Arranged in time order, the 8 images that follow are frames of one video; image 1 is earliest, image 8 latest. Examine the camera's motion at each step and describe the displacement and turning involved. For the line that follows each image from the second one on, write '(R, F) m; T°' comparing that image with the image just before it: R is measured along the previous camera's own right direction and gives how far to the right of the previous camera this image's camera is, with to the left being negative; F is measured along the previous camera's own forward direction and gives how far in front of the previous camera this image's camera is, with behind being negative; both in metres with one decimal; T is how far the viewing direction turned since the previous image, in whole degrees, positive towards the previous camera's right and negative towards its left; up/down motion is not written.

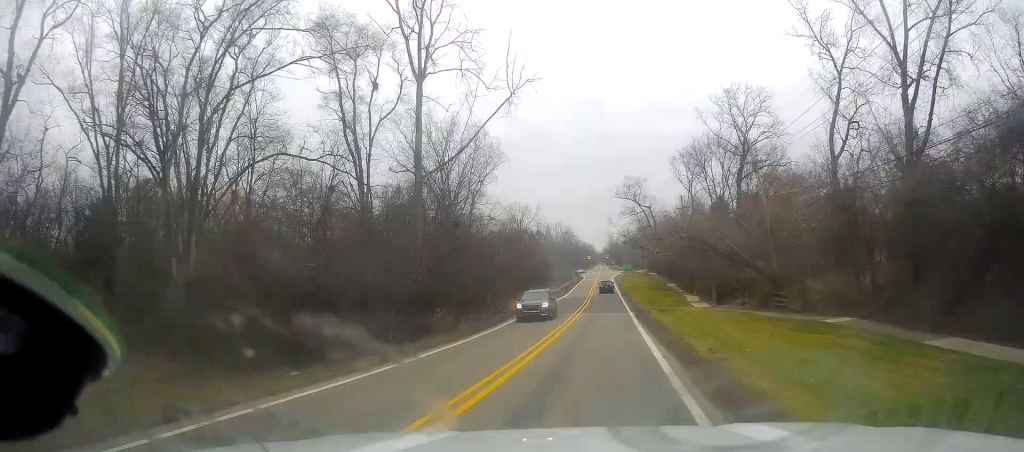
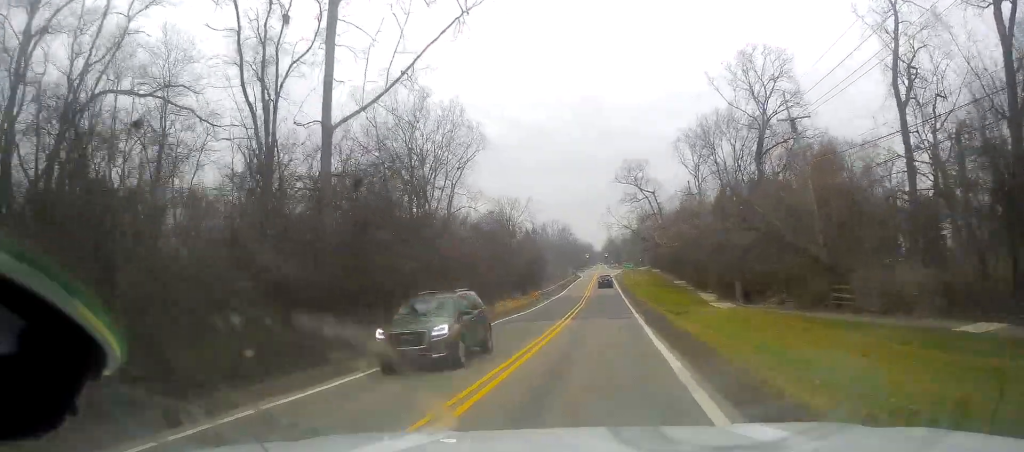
(-0.4, +10.9) m; 0°
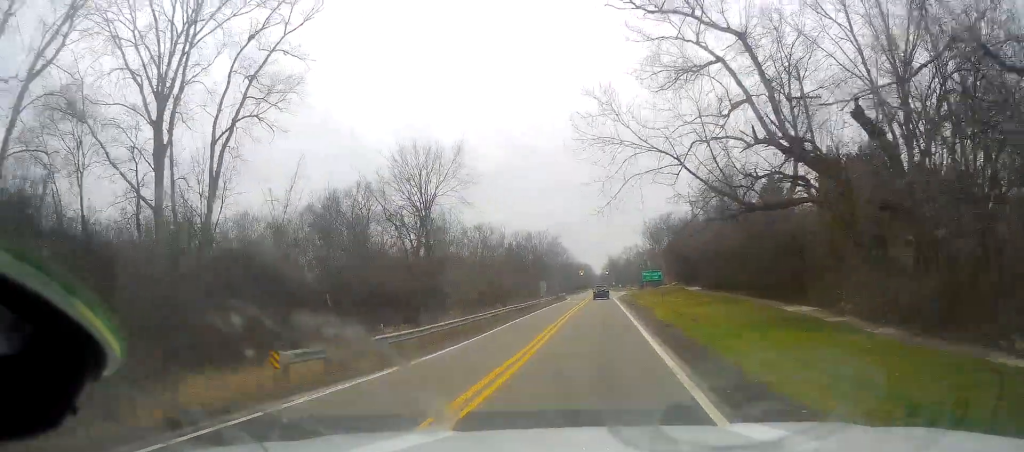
(+0.6, +50.6) m; -1°
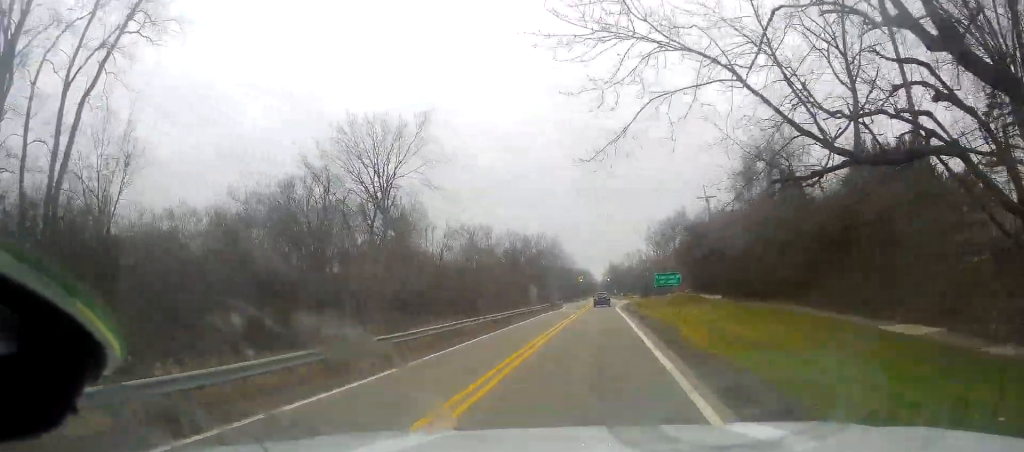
(-0.3, +12.1) m; +1°
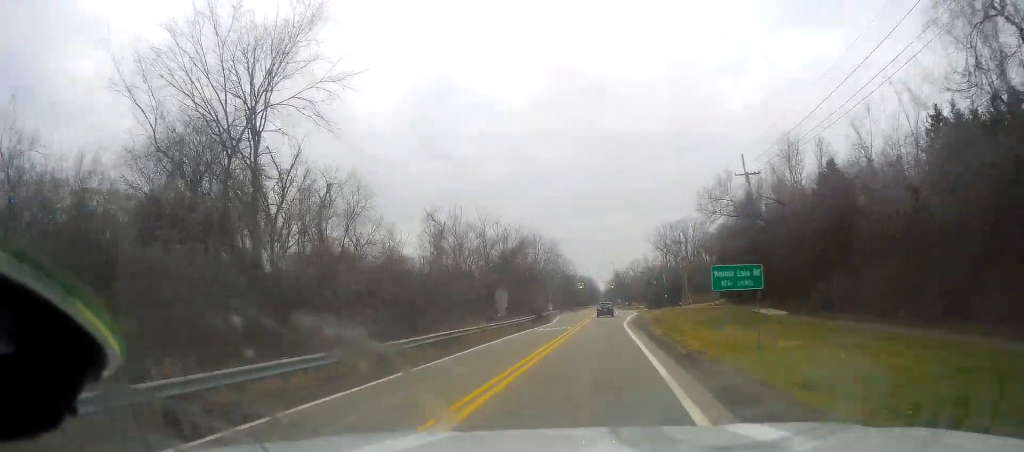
(+0.4, +19.6) m; 0°
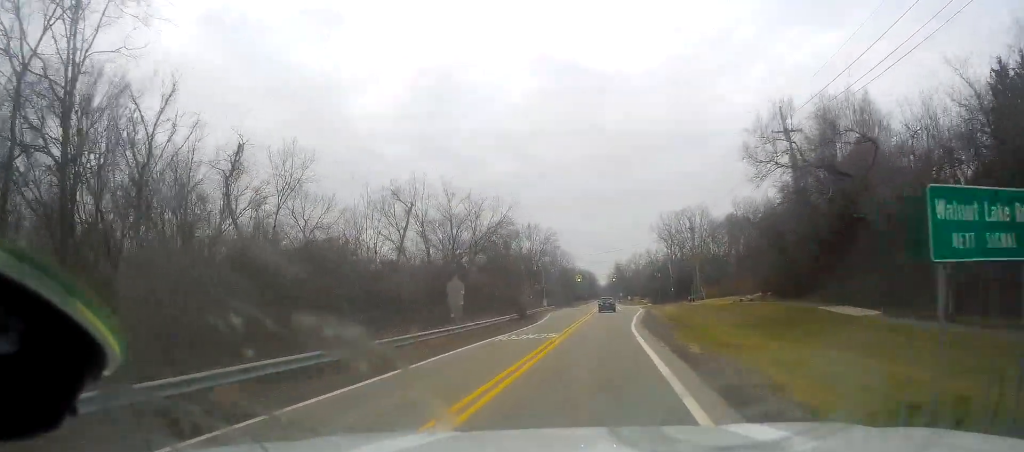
(0.0, +13.0) m; 0°
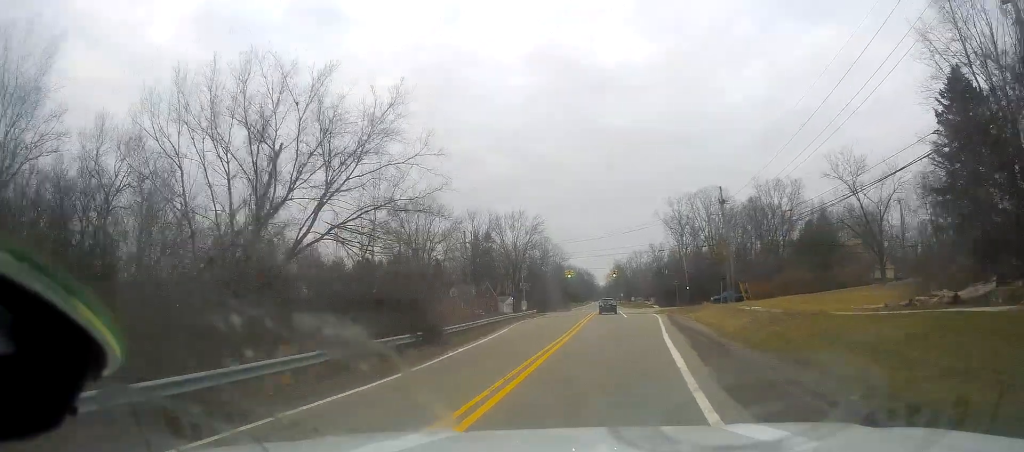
(0.0, +26.7) m; +1°
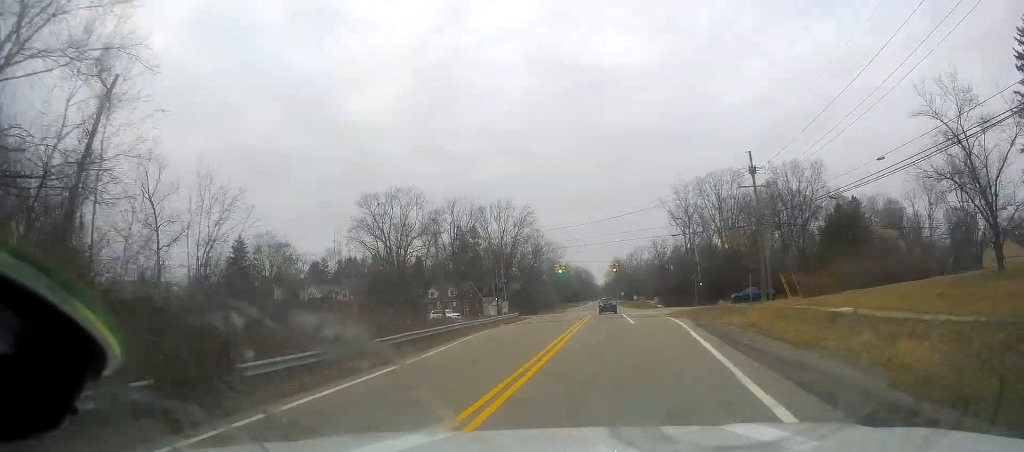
(0.0, +15.6) m; -1°
